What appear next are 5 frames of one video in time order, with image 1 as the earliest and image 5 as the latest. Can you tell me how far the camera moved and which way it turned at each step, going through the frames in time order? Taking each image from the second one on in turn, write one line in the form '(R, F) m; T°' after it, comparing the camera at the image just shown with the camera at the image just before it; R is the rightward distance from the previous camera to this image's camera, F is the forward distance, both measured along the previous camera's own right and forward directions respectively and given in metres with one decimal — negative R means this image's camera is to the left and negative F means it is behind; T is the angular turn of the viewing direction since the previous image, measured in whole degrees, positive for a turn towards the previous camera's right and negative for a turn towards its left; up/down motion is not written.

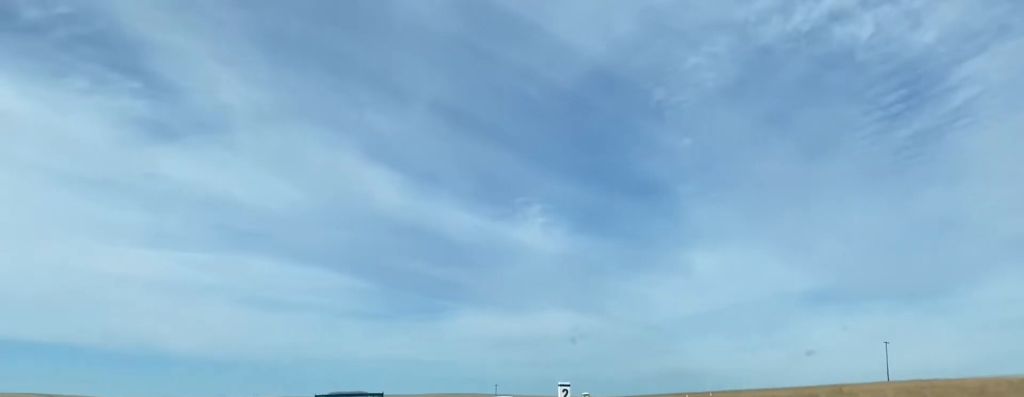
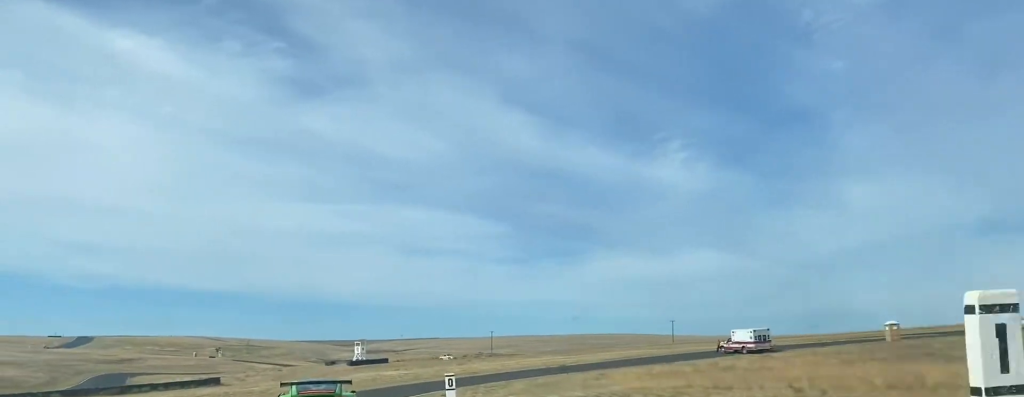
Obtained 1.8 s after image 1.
(-8.9, +52.4) m; -16°
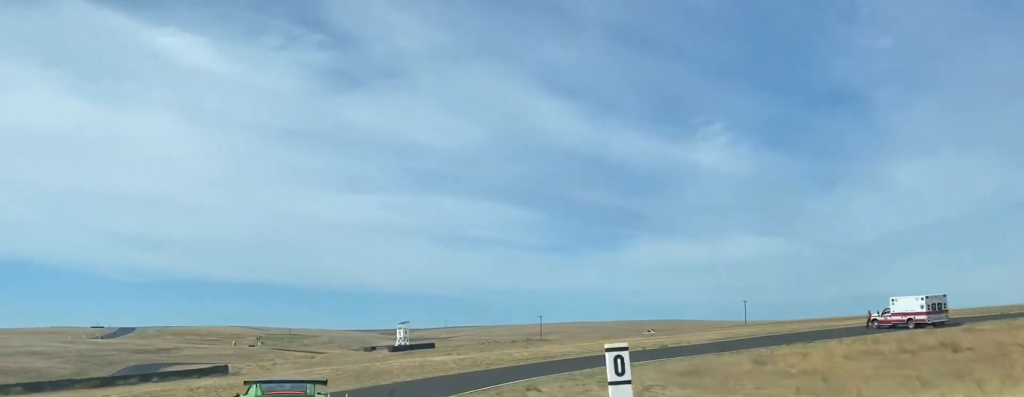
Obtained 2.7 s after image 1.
(-0.5, +21.3) m; -3°
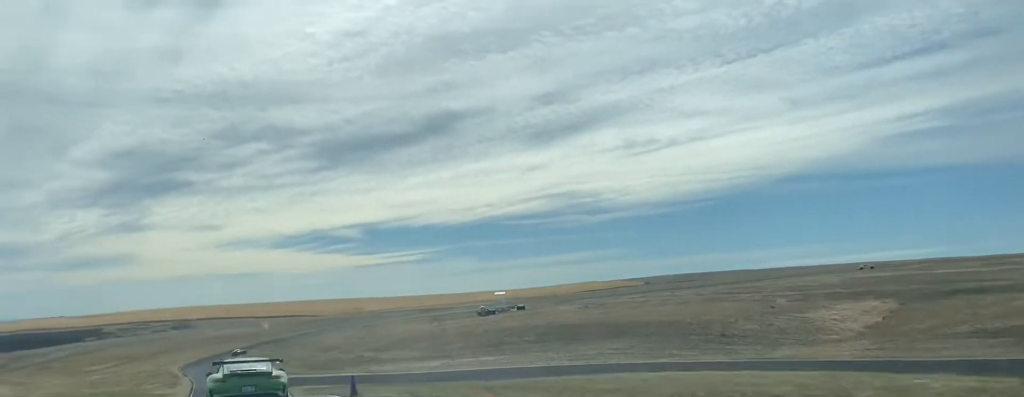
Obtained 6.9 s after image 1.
(-49.0, +43.0) m; -111°
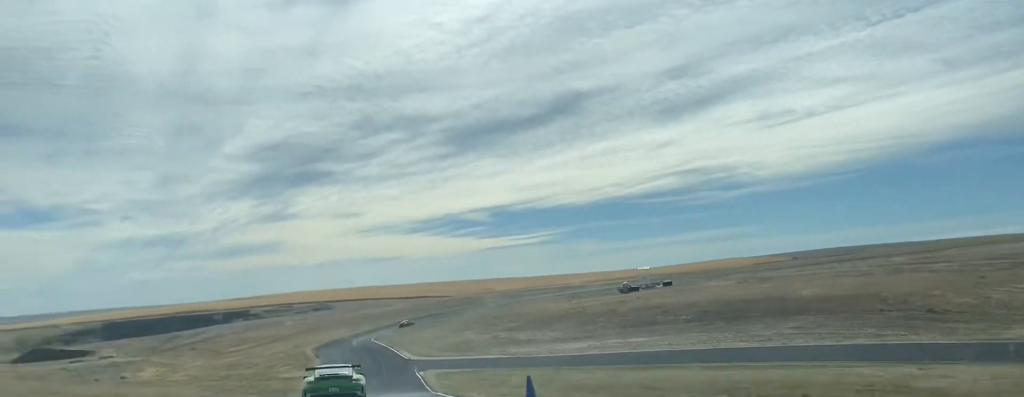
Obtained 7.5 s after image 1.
(-0.5, +15.1) m; -8°
